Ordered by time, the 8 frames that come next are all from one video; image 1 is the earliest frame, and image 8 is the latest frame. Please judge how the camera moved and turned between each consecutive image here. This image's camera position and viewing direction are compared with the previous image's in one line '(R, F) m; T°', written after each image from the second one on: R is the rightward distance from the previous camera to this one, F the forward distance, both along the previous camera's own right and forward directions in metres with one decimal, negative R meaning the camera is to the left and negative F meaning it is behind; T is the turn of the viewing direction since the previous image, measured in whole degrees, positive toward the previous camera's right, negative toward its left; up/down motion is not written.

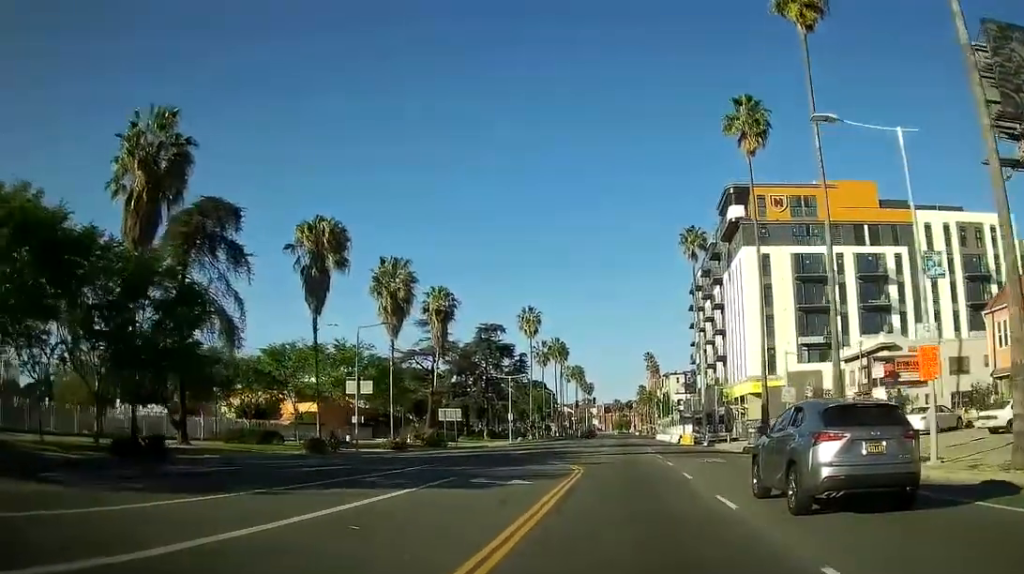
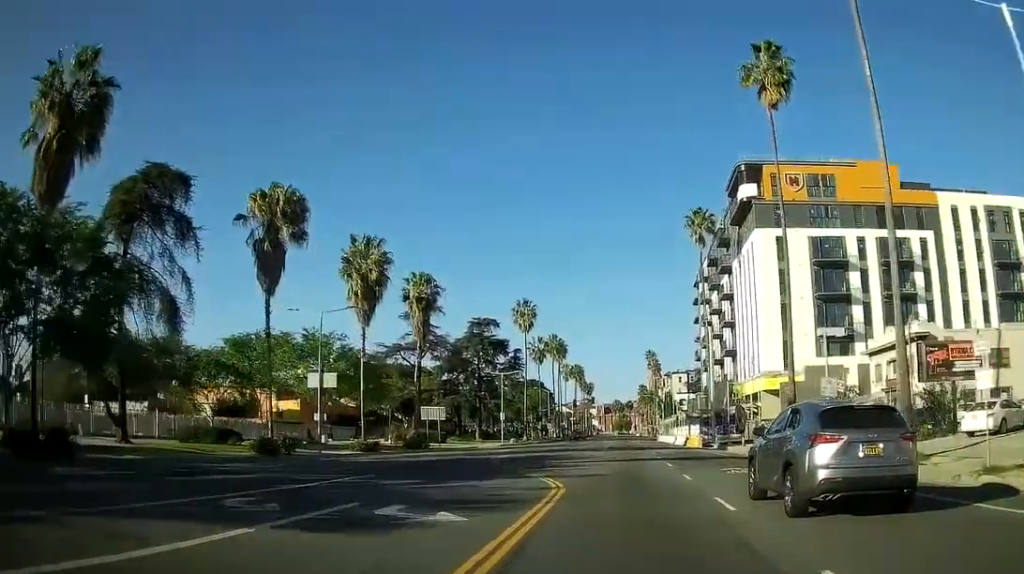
(0.0, +7.0) m; 0°
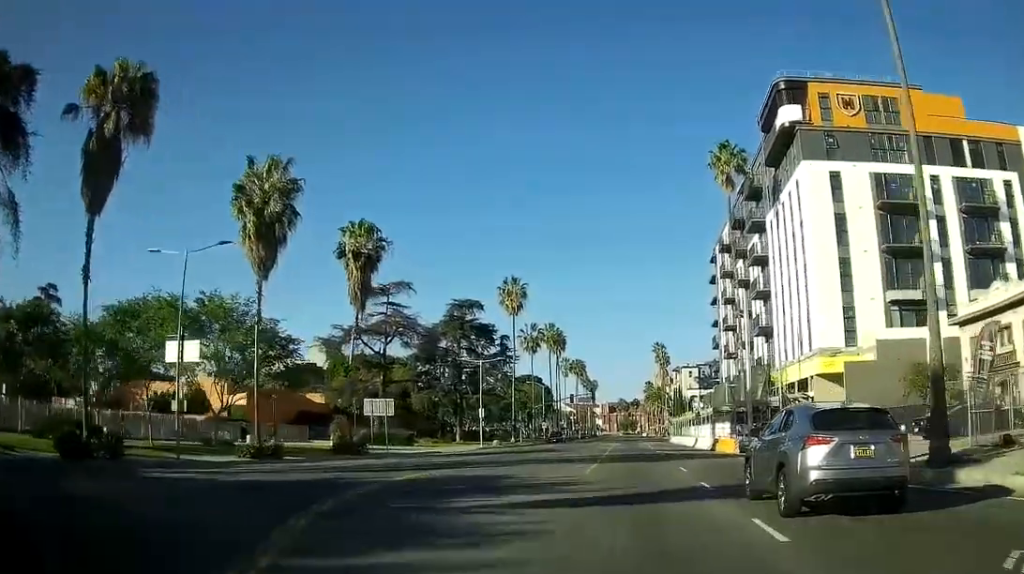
(0.0, +18.0) m; 0°
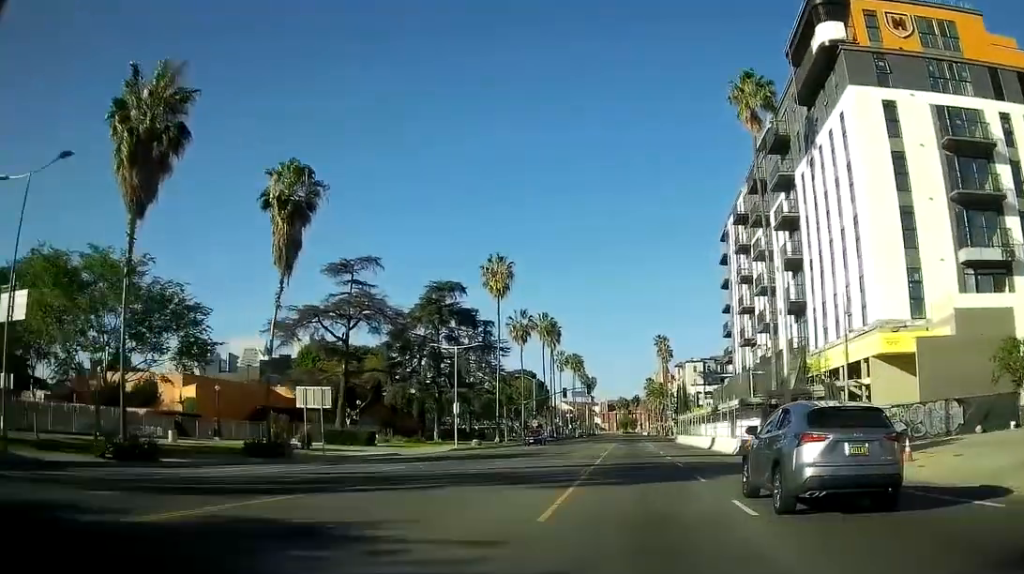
(0.0, +11.8) m; 0°
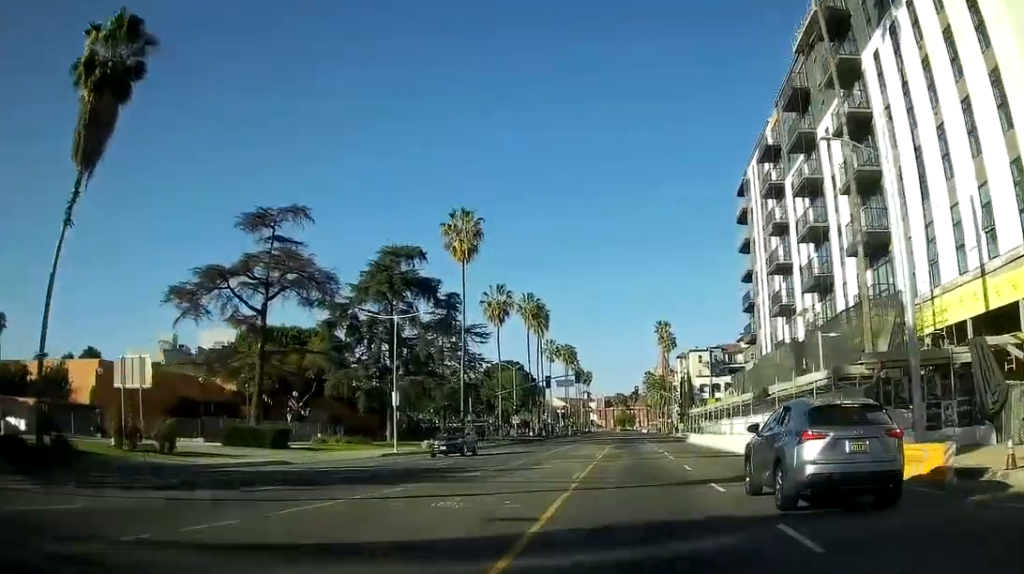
(0.0, +18.5) m; 0°
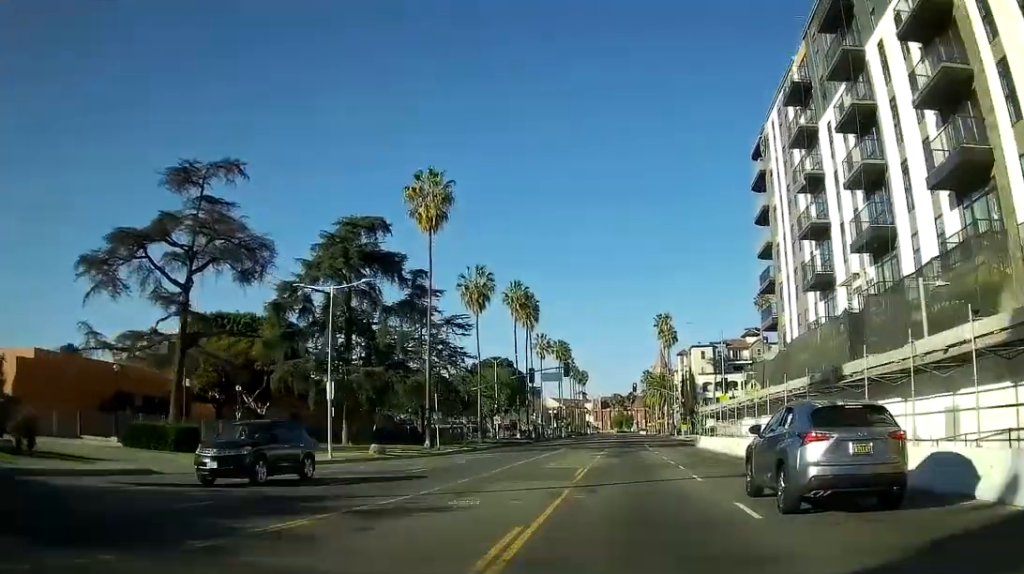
(0.0, +11.8) m; 0°
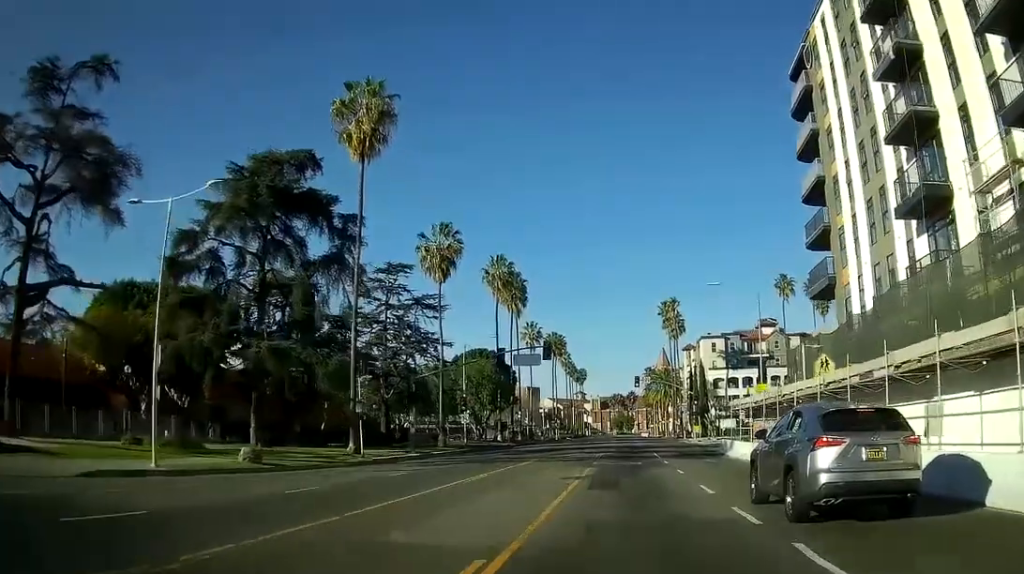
(0.0, +17.8) m; +1°
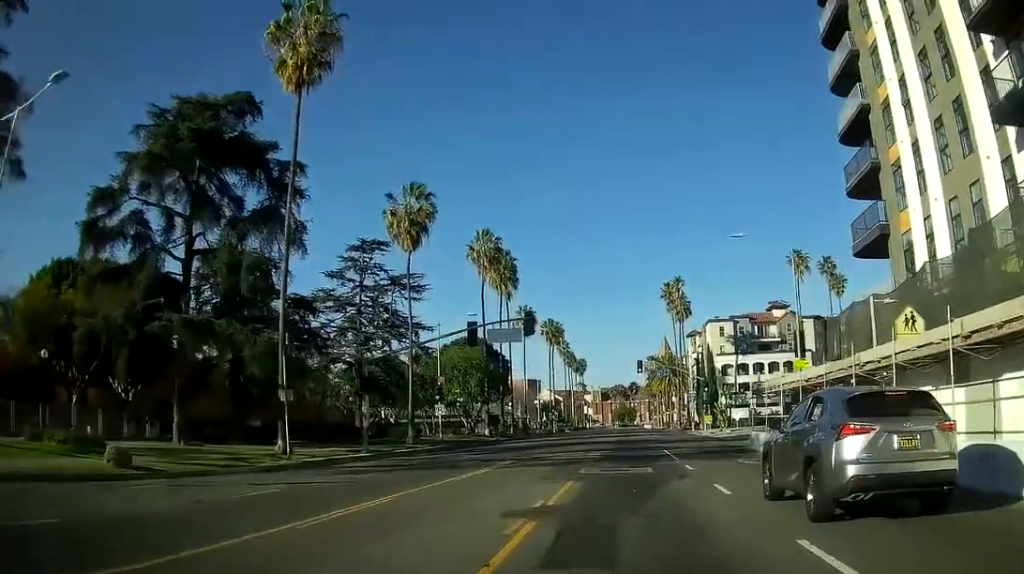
(0.0, +10.3) m; +3°
